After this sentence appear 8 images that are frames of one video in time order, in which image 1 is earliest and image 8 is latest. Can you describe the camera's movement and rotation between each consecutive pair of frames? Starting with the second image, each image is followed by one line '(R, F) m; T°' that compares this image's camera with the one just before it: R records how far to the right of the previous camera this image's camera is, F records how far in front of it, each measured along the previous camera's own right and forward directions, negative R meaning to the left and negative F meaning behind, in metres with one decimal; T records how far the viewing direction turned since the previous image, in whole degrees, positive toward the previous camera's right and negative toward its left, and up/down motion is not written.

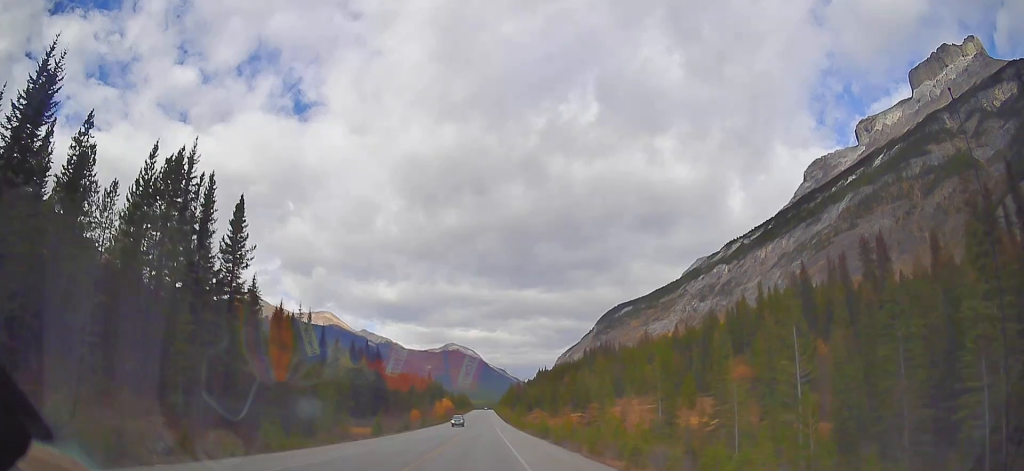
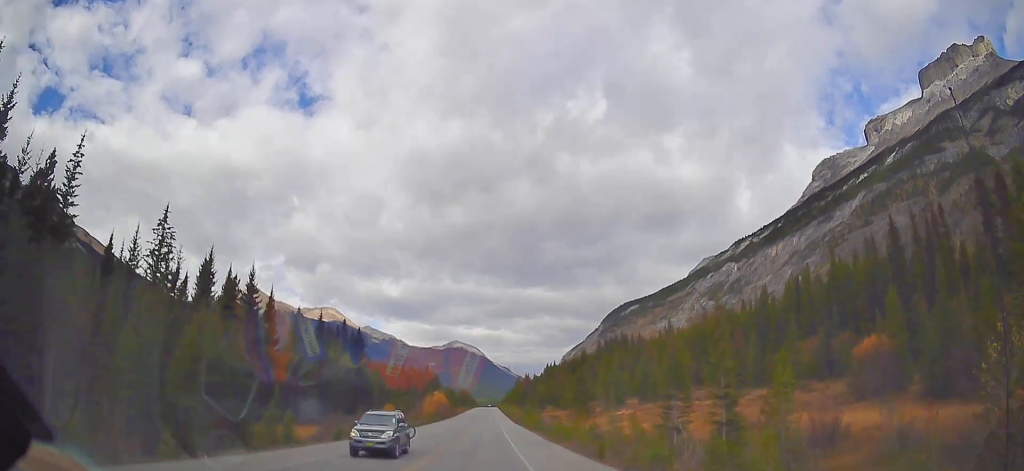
(0.0, +30.6) m; 0°
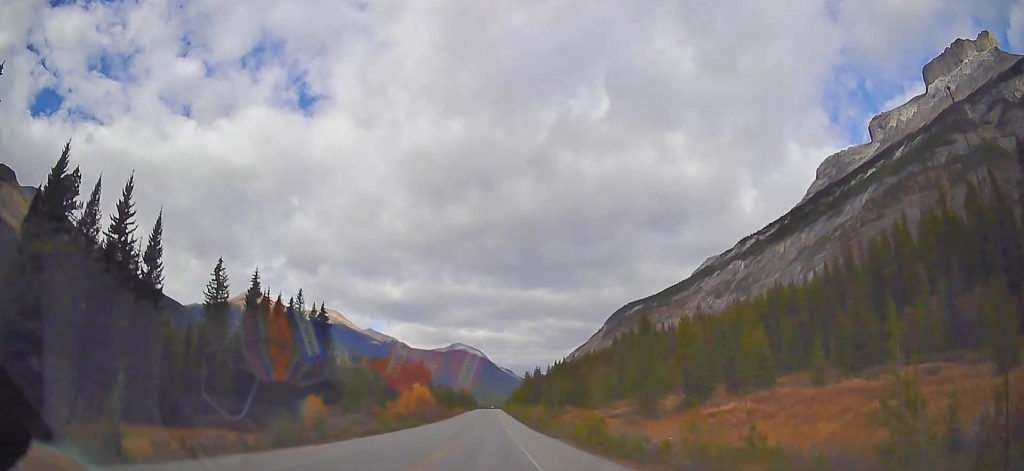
(+0.3, +34.2) m; 0°
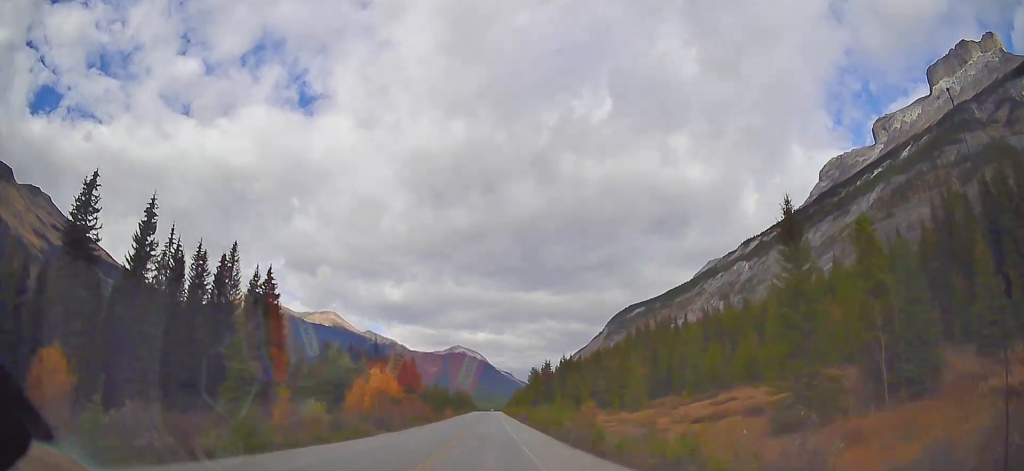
(-0.3, +28.6) m; -1°
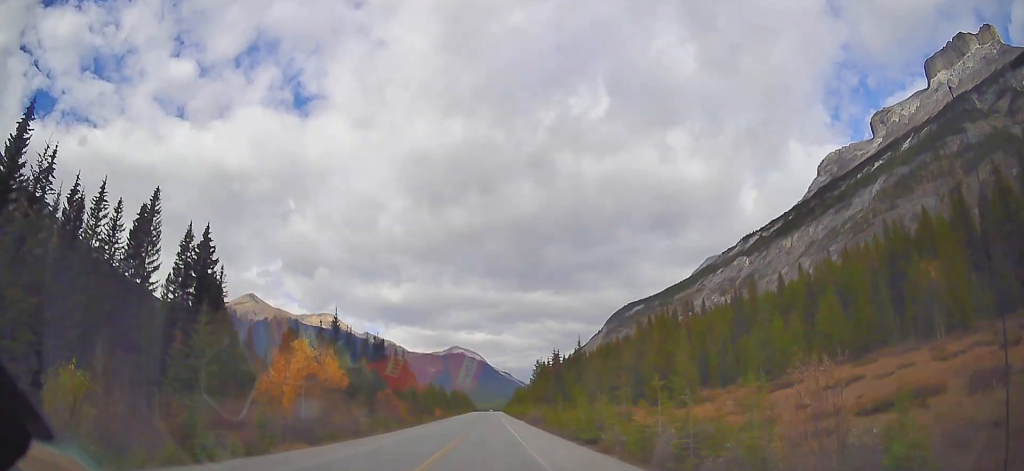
(0.0, +20.3) m; 0°
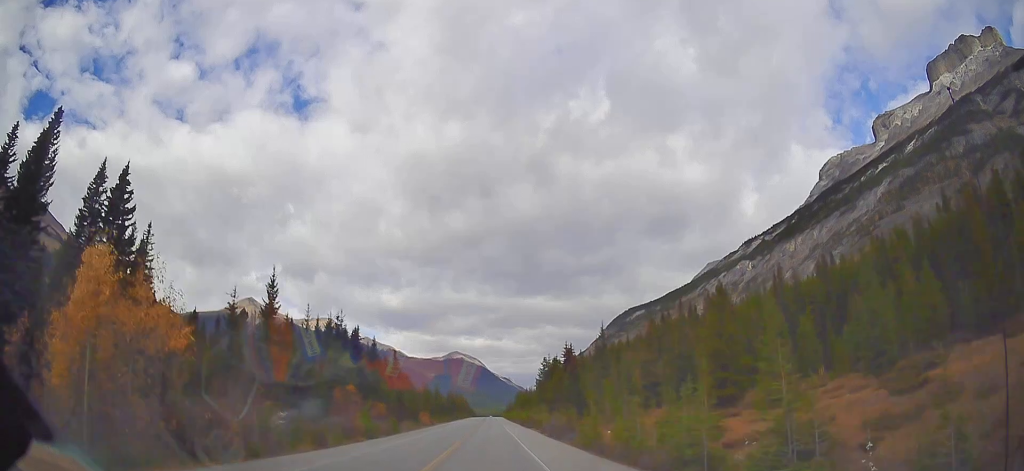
(+0.1, +17.8) m; 0°
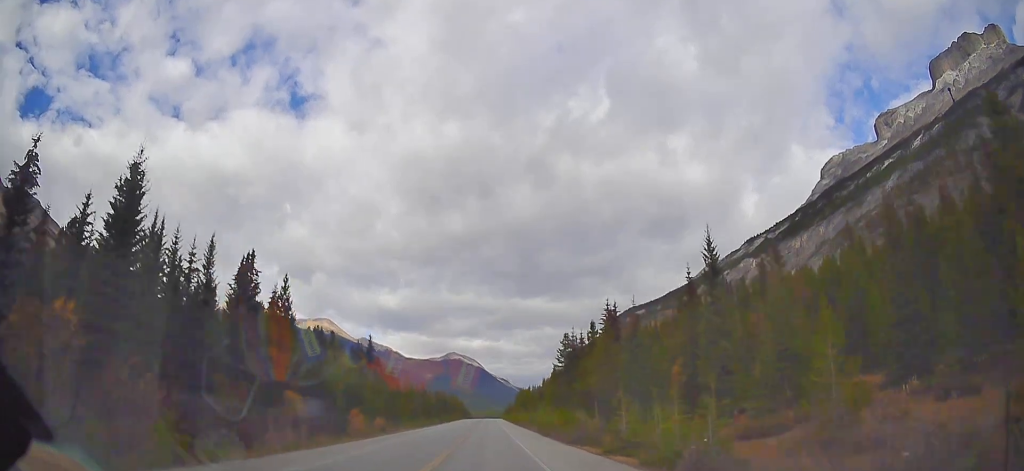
(-0.2, +36.4) m; 0°
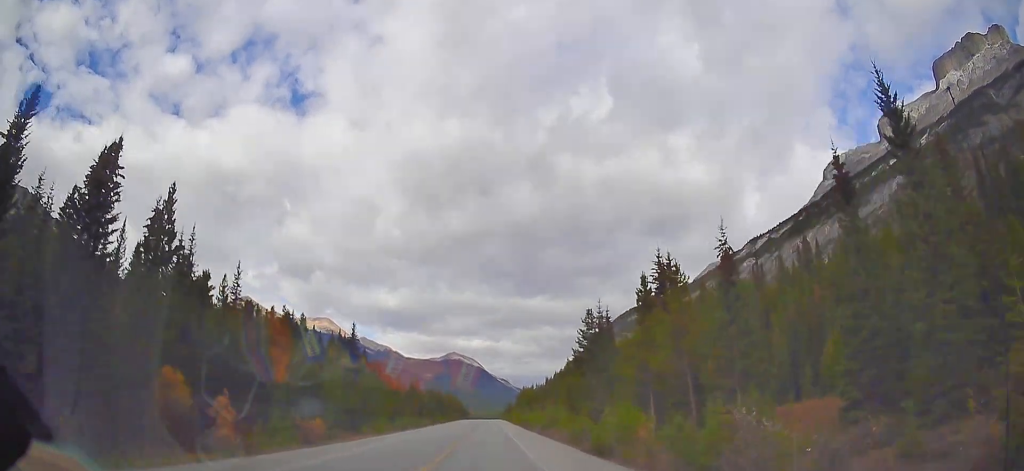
(+0.2, +19.5) m; +1°
